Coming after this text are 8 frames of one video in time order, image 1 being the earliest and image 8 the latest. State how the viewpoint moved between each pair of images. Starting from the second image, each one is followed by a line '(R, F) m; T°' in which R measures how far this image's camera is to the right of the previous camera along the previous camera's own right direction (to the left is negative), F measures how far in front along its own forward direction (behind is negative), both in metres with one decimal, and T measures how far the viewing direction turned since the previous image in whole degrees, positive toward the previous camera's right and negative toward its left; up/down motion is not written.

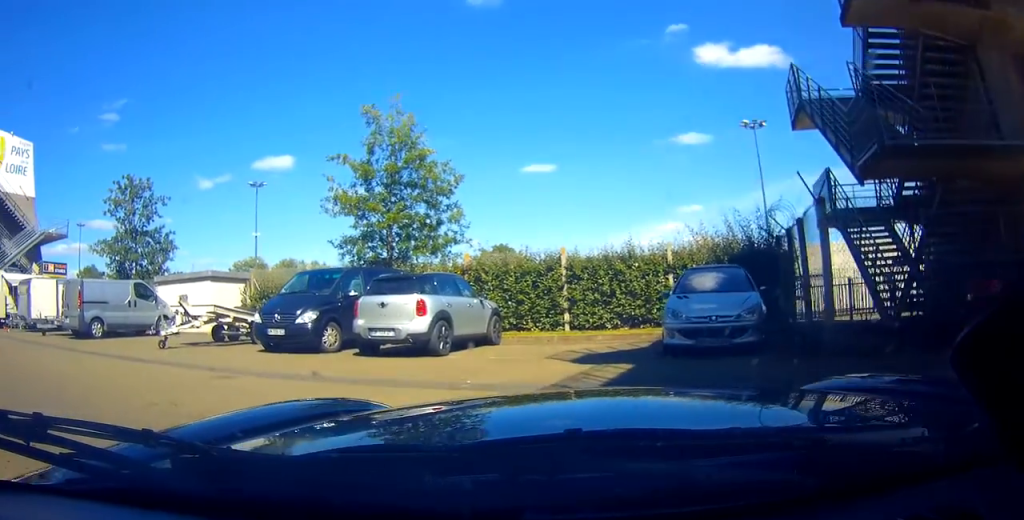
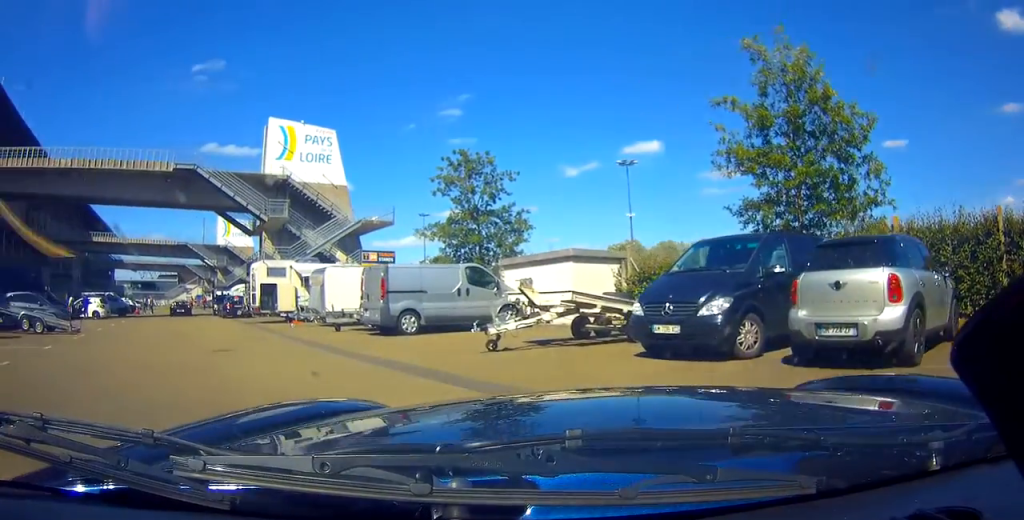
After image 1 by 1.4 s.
(-0.4, +3.2) m; -29°
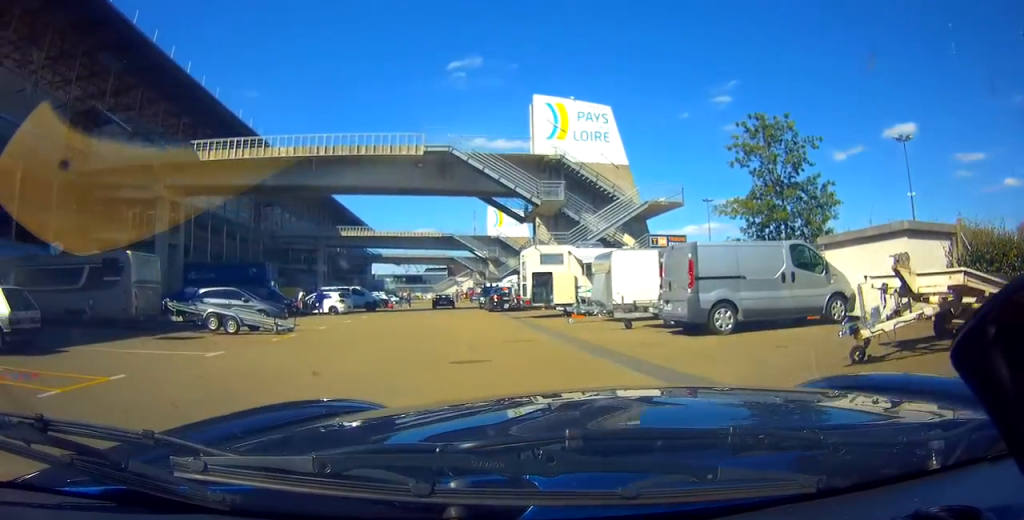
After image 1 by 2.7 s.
(-0.9, +2.7) m; -37°
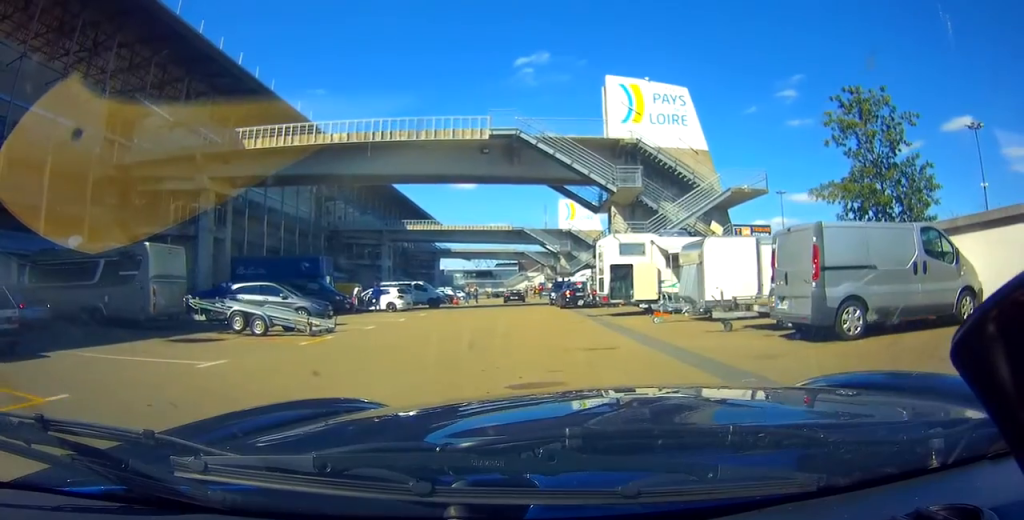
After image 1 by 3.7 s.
(-0.4, +2.4) m; -11°
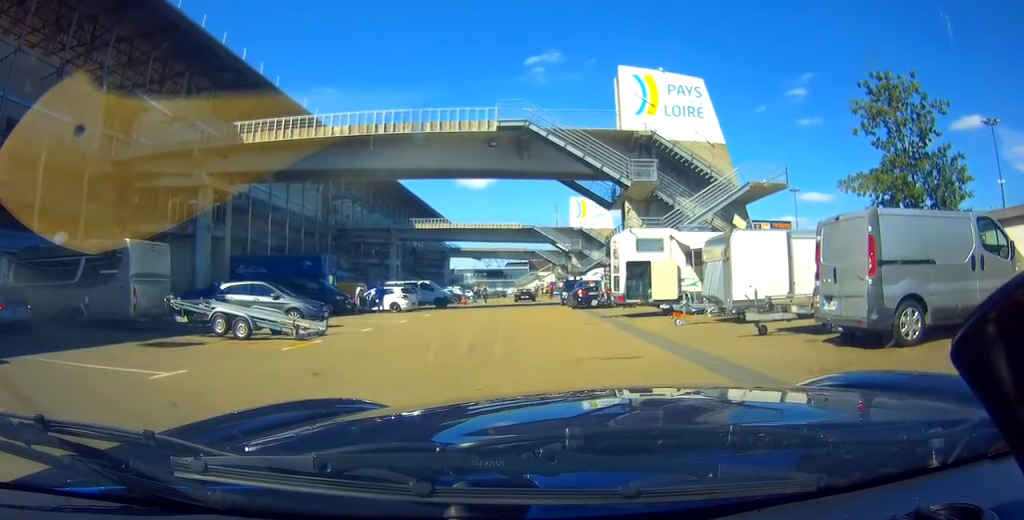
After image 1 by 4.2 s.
(0.0, +1.4) m; -3°
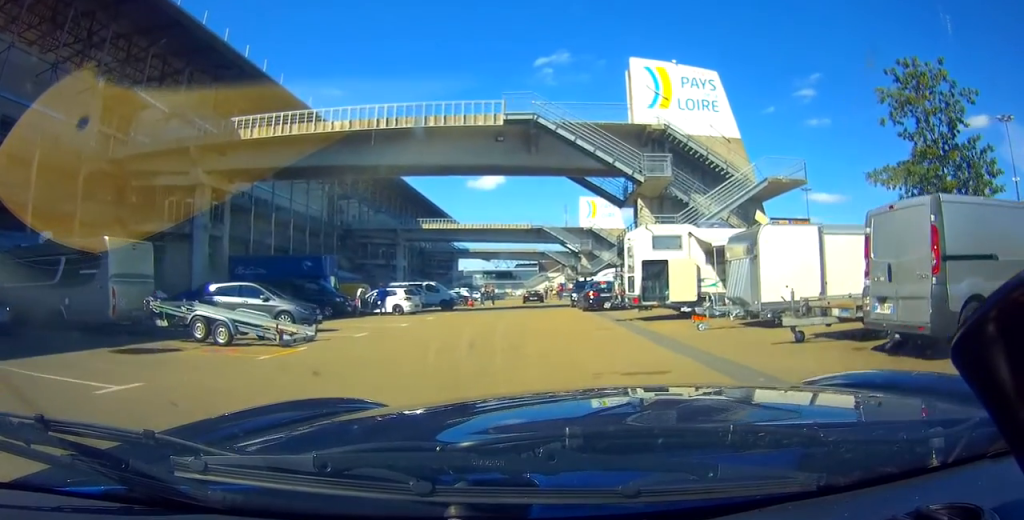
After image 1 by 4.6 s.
(0.0, +1.3) m; -2°
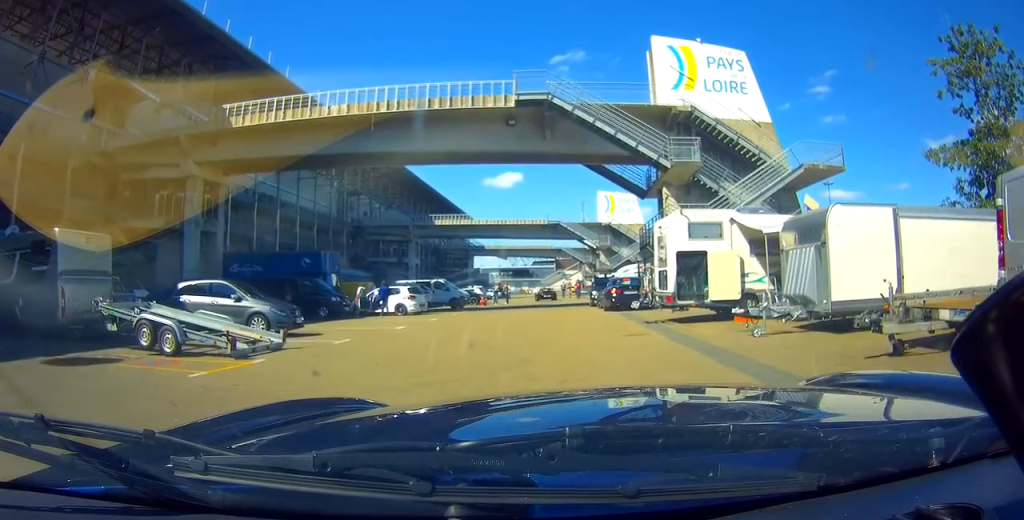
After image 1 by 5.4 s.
(-0.1, +2.6) m; -3°
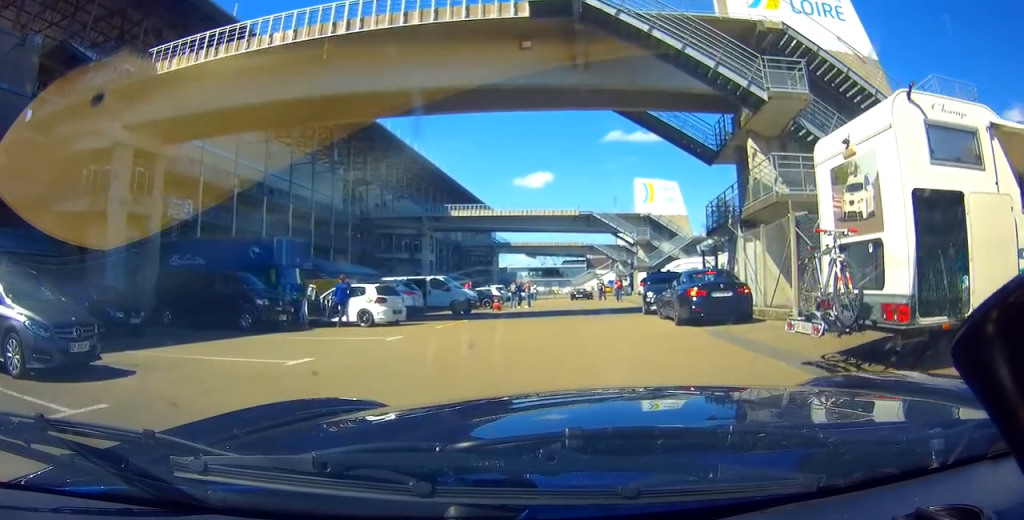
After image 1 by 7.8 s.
(-0.2, +8.1) m; -3°
